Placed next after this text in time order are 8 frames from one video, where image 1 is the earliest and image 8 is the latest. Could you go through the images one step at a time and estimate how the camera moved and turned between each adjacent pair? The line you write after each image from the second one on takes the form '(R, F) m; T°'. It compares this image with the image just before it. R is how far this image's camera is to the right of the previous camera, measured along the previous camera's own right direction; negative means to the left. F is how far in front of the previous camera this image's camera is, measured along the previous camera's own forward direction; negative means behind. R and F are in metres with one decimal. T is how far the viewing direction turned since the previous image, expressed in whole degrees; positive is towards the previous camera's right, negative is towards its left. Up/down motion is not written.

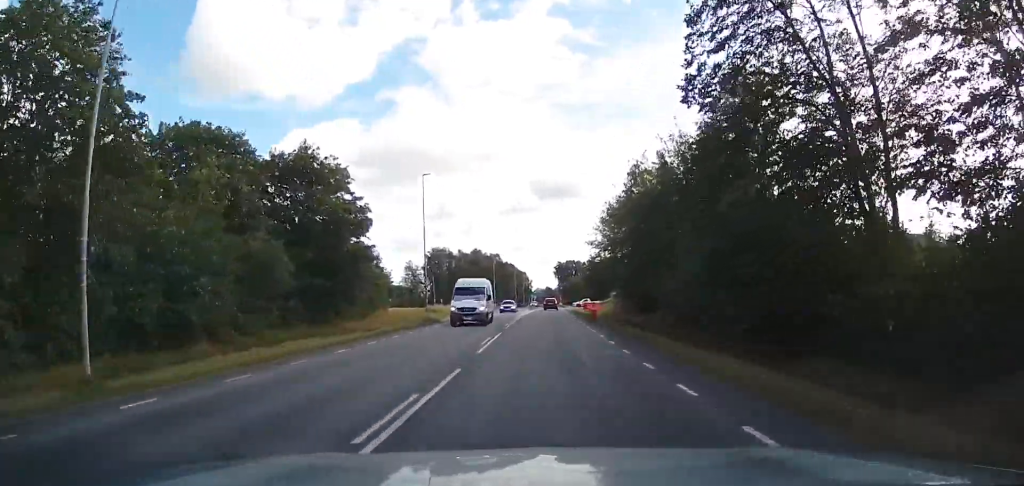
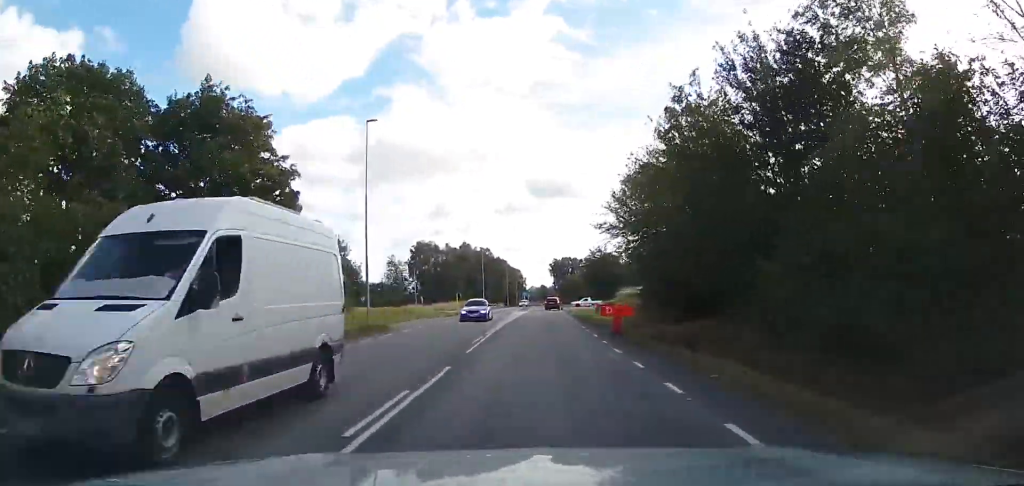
(0.0, +12.0) m; 0°
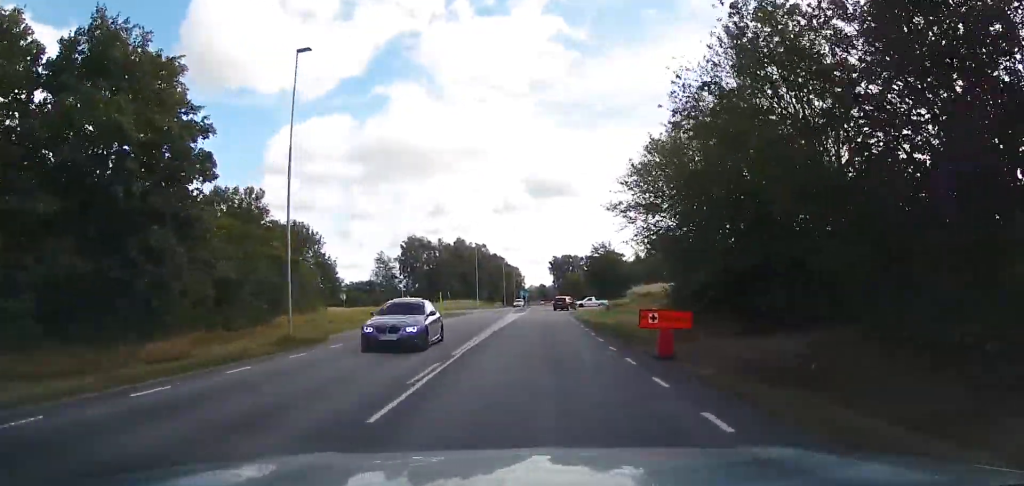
(-0.1, +8.5) m; 0°
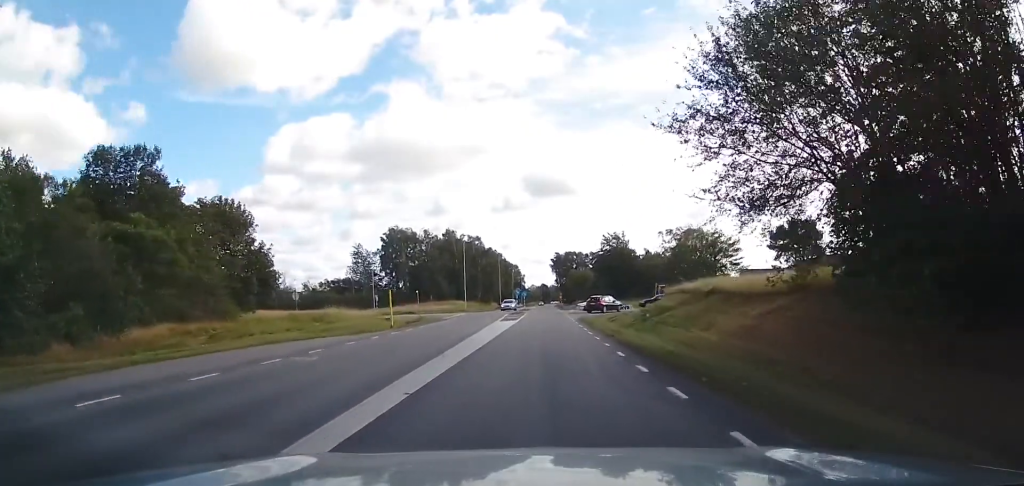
(+0.3, +16.2) m; 0°
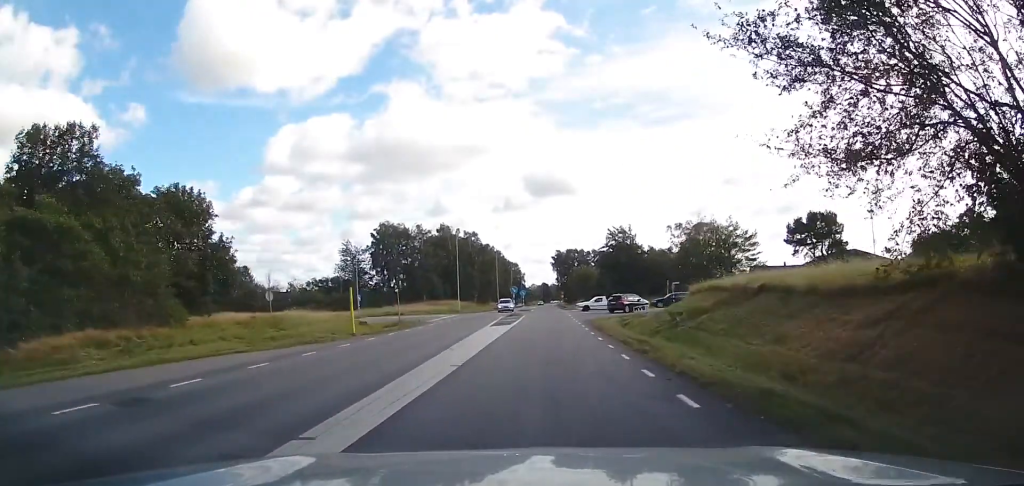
(+0.1, +6.6) m; -1°
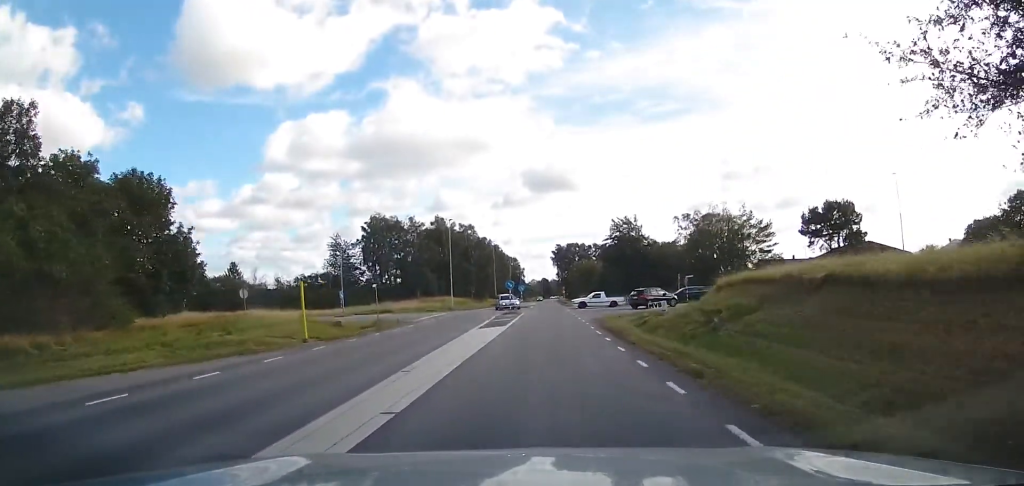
(-0.2, +5.1) m; 0°
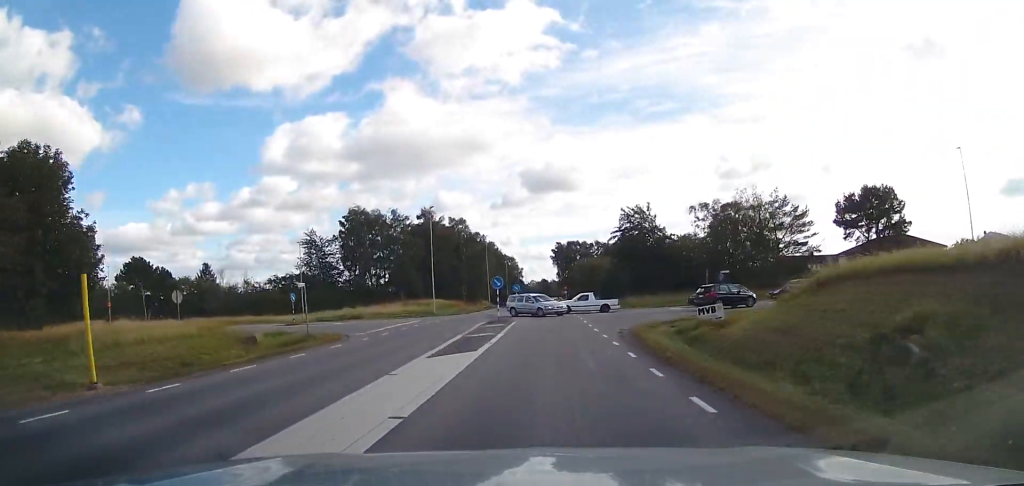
(-0.1, +10.5) m; 0°
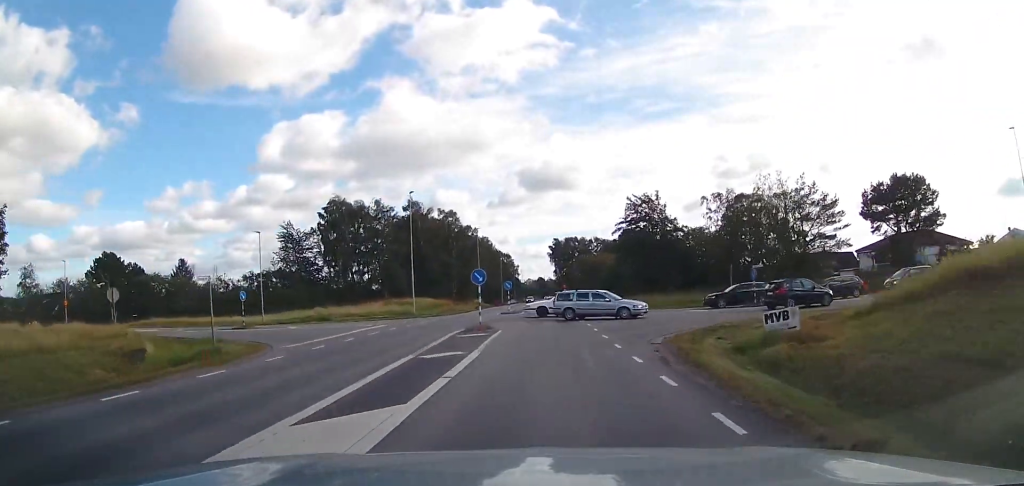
(+0.1, +7.3) m; +2°
